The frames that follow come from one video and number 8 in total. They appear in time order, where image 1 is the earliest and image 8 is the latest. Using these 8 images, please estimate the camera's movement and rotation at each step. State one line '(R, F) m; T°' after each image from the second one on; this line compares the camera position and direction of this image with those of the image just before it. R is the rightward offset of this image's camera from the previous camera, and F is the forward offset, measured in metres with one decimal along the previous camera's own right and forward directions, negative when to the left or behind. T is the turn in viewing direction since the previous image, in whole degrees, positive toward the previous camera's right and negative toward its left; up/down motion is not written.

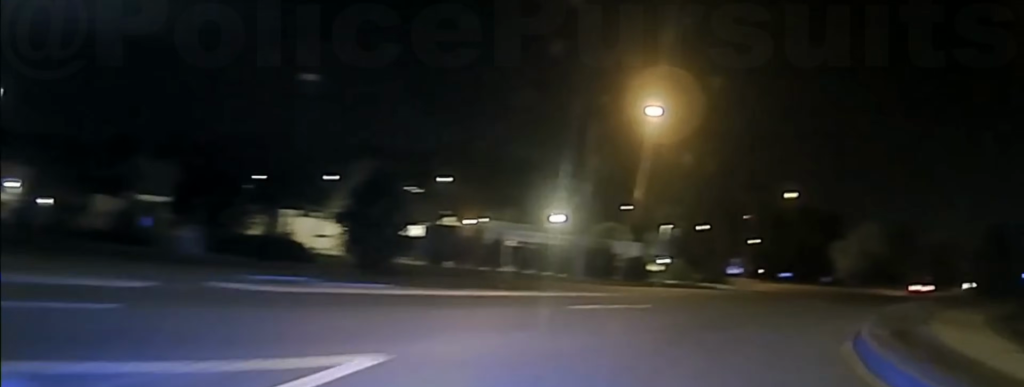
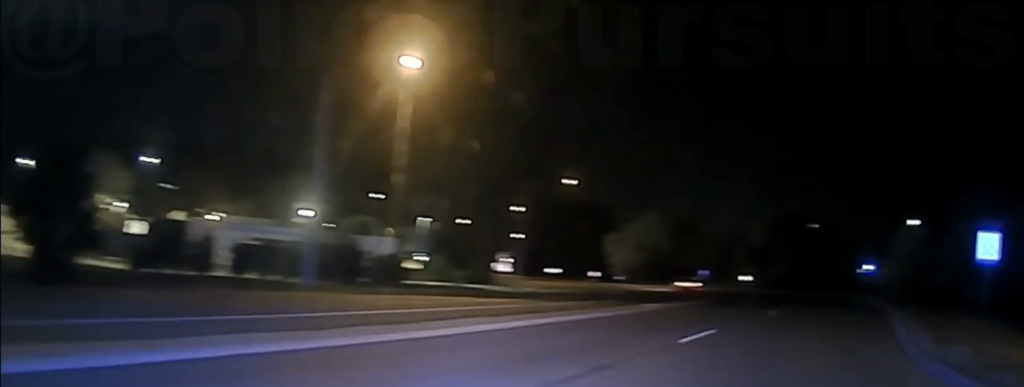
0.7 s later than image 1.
(+2.7, +15.7) m; +10°
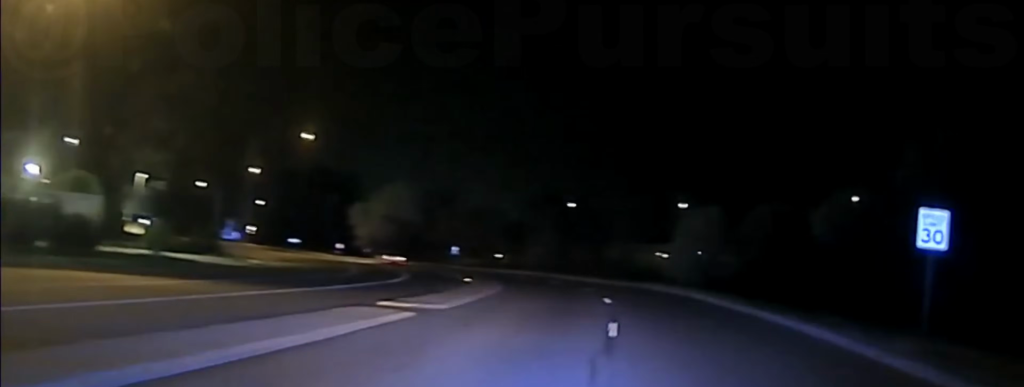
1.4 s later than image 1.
(+1.2, +14.6) m; +4°
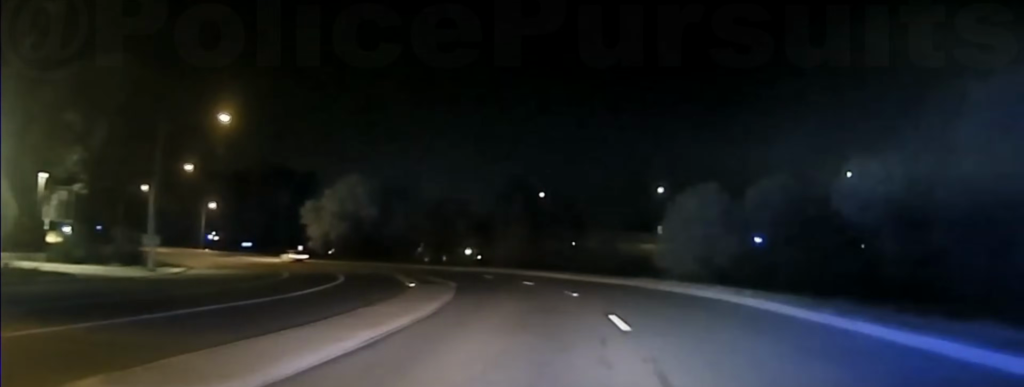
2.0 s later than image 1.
(0.0, +12.1) m; -1°
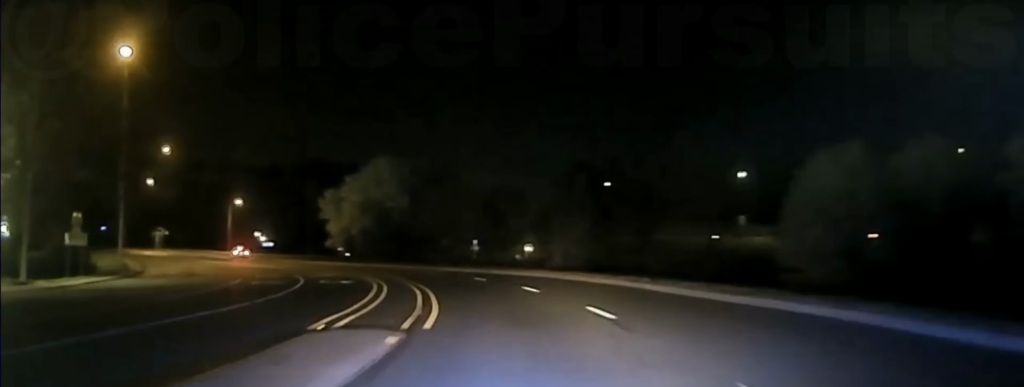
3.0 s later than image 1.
(-0.6, +21.0) m; -7°
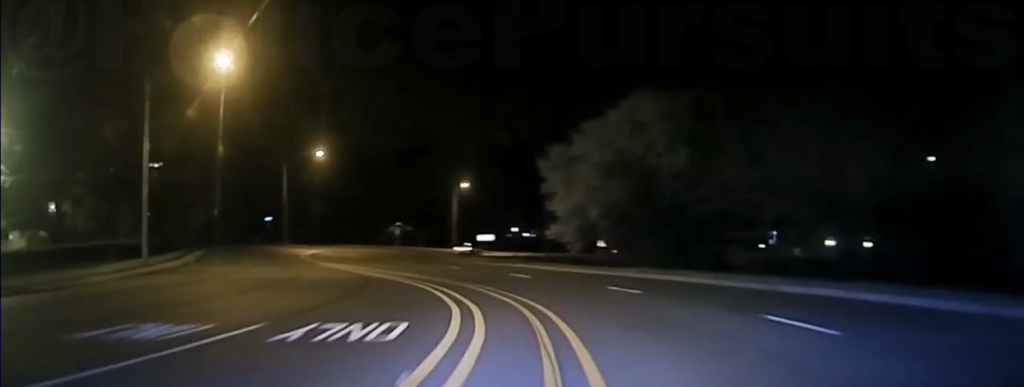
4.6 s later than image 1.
(-5.9, +39.5) m; -16°
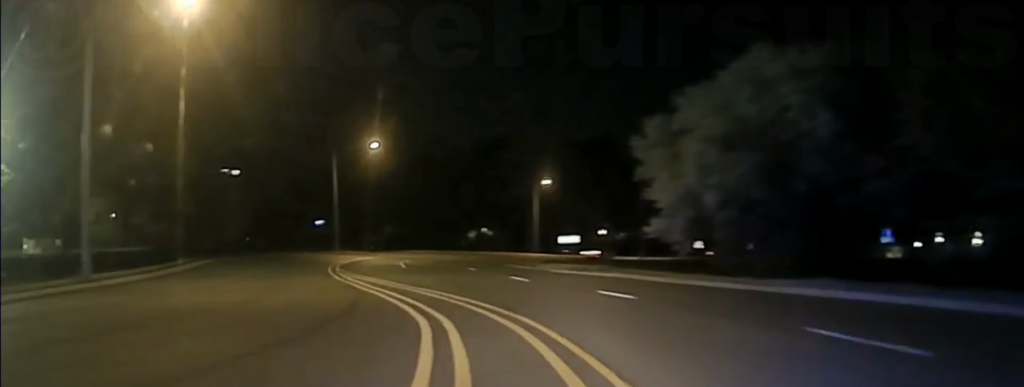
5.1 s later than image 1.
(-0.1, +13.4) m; -4°
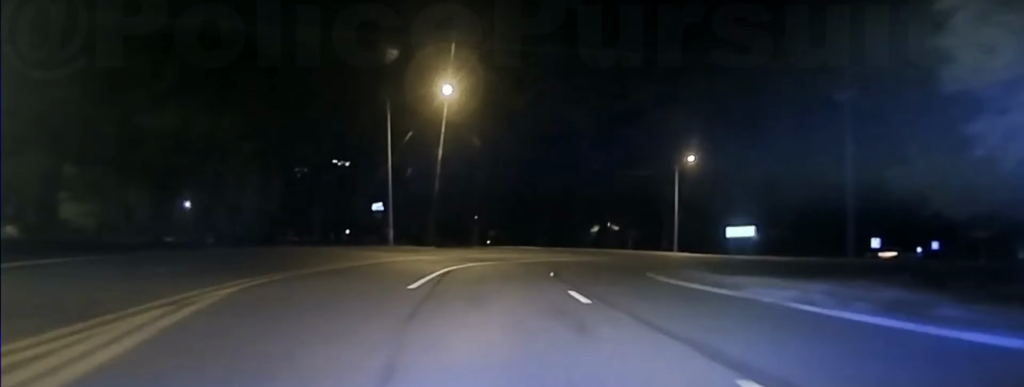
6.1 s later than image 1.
(-2.2, +28.1) m; -1°
